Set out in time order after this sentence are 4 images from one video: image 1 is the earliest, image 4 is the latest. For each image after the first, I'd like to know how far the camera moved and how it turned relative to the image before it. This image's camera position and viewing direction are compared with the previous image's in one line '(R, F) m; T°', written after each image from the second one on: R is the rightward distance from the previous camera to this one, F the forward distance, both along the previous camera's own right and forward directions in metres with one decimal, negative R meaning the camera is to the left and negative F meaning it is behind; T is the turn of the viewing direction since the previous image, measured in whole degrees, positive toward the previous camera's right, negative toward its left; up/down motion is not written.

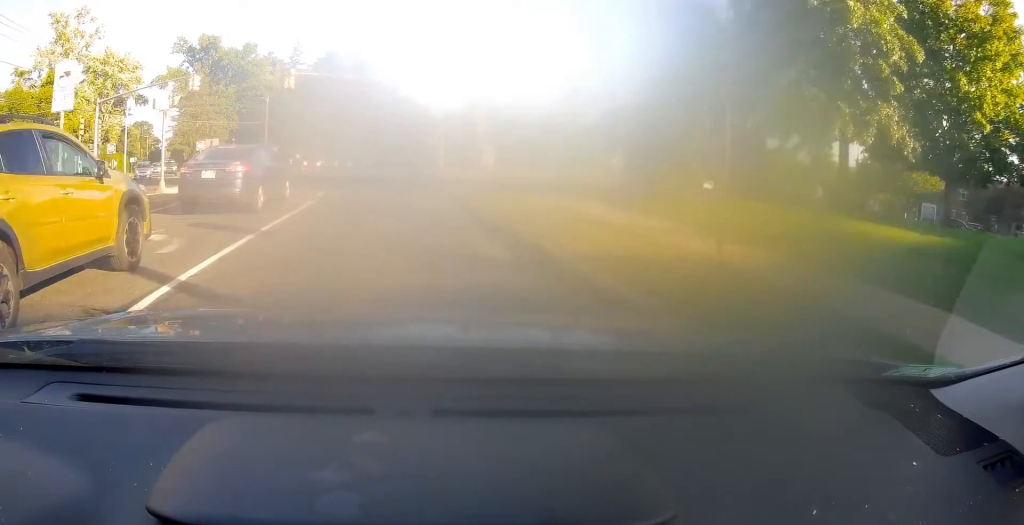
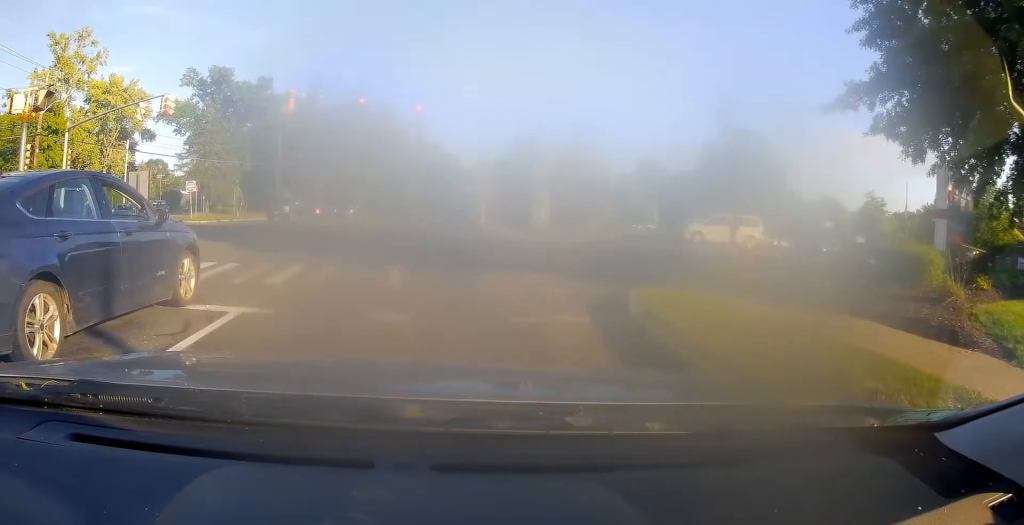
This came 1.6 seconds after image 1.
(-1.1, +9.0) m; -5°
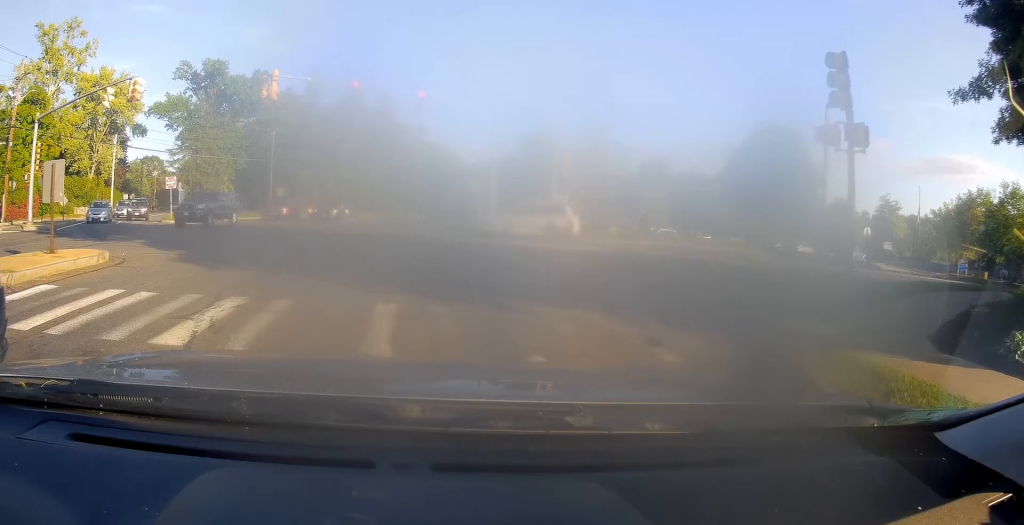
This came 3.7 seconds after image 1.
(+0.4, +6.9) m; +4°
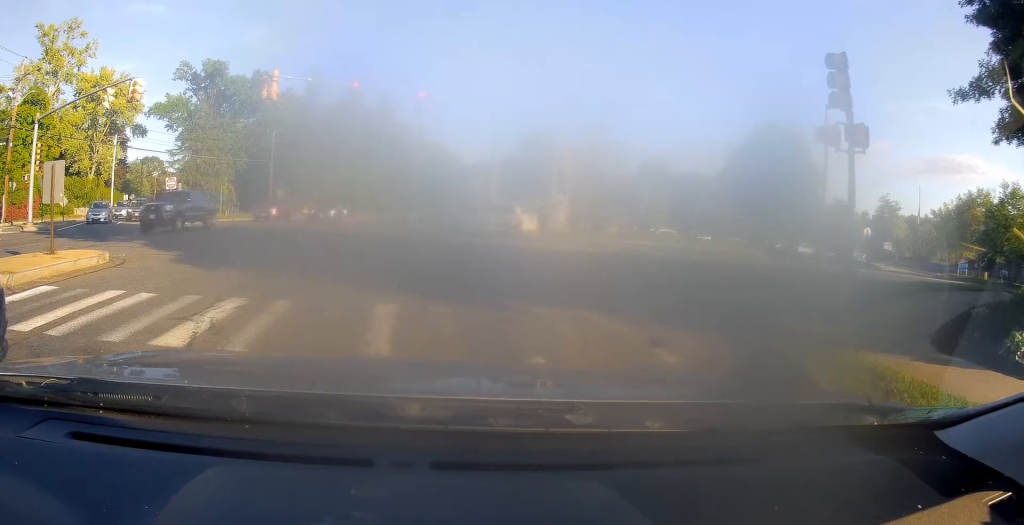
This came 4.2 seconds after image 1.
(+0.1, +0.5) m; 0°
